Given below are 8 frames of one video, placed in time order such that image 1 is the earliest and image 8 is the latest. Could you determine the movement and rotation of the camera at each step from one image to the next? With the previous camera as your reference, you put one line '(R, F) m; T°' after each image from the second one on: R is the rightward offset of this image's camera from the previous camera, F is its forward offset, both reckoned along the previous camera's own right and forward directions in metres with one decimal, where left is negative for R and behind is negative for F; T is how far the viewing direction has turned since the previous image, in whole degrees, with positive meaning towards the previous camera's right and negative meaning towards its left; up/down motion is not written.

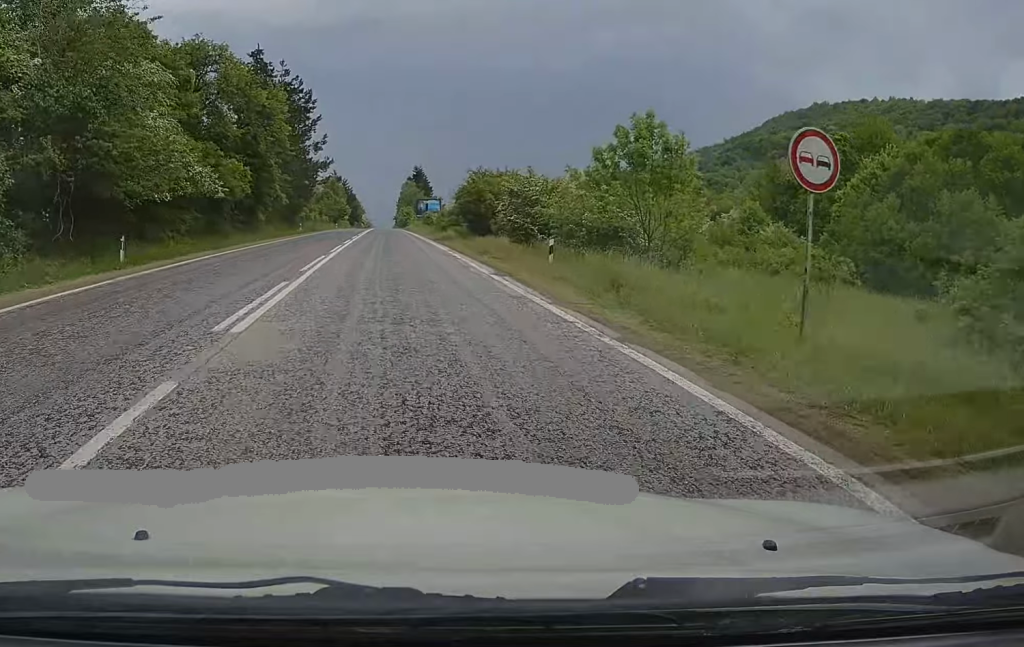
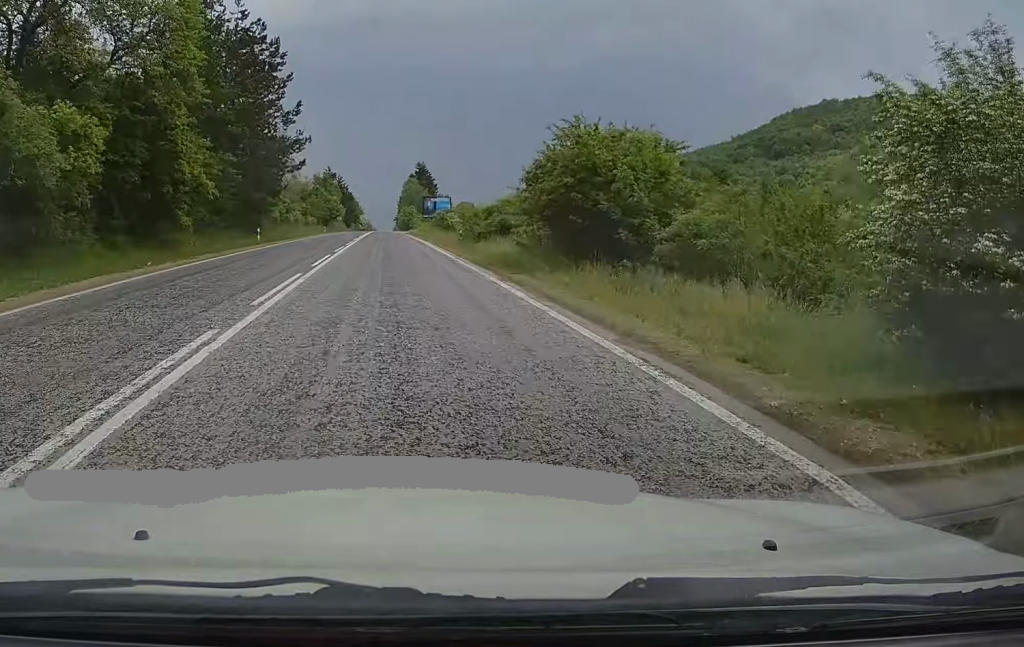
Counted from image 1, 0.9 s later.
(-0.4, +23.9) m; 0°
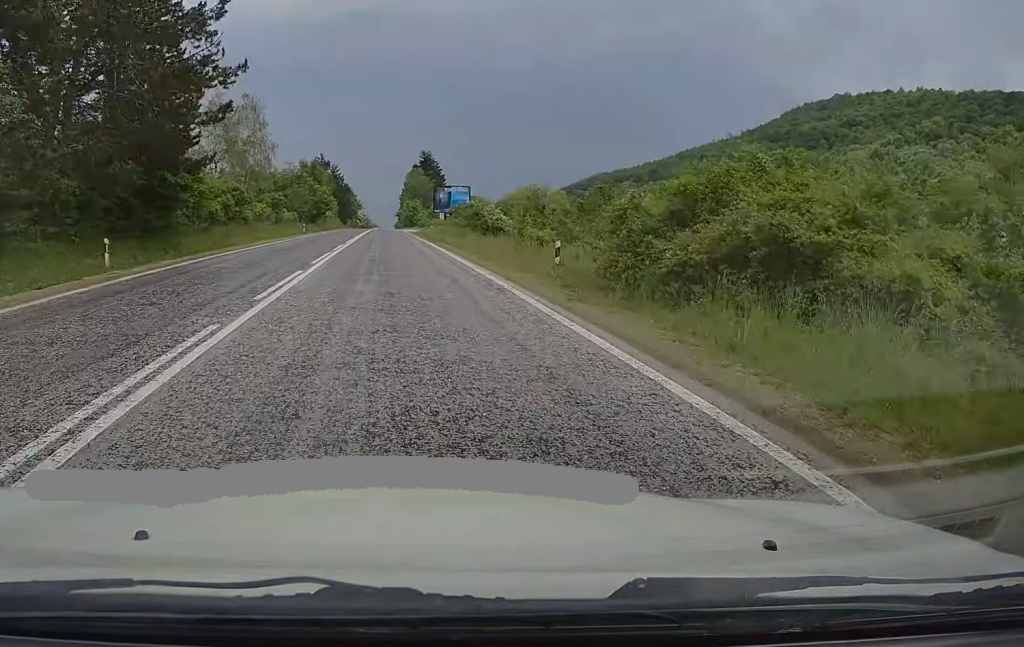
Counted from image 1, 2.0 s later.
(+0.5, +26.6) m; +1°
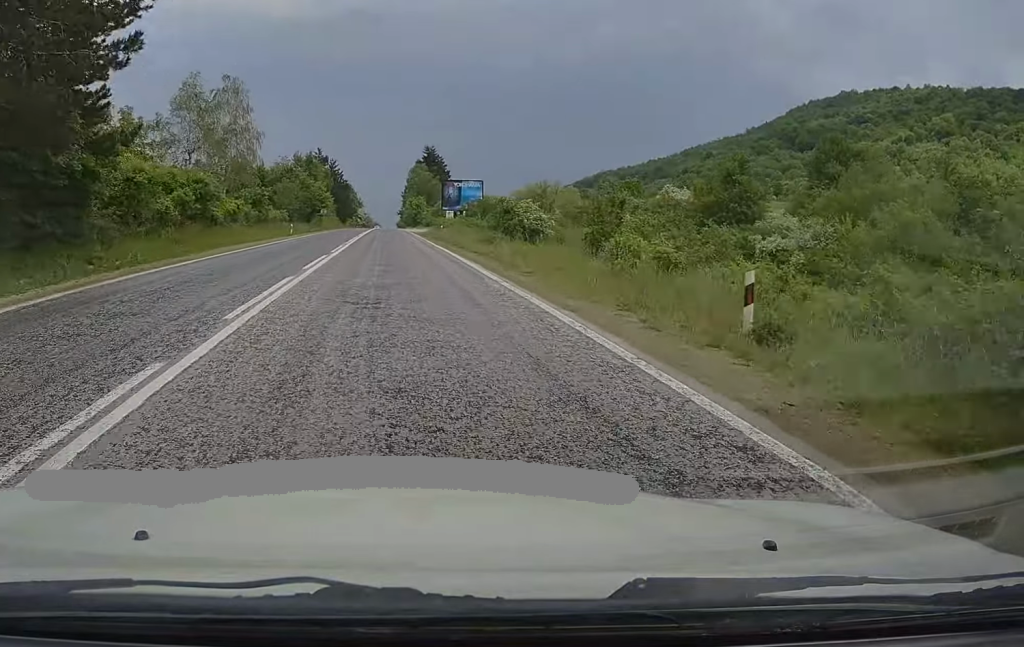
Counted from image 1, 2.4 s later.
(0.0, +11.3) m; 0°
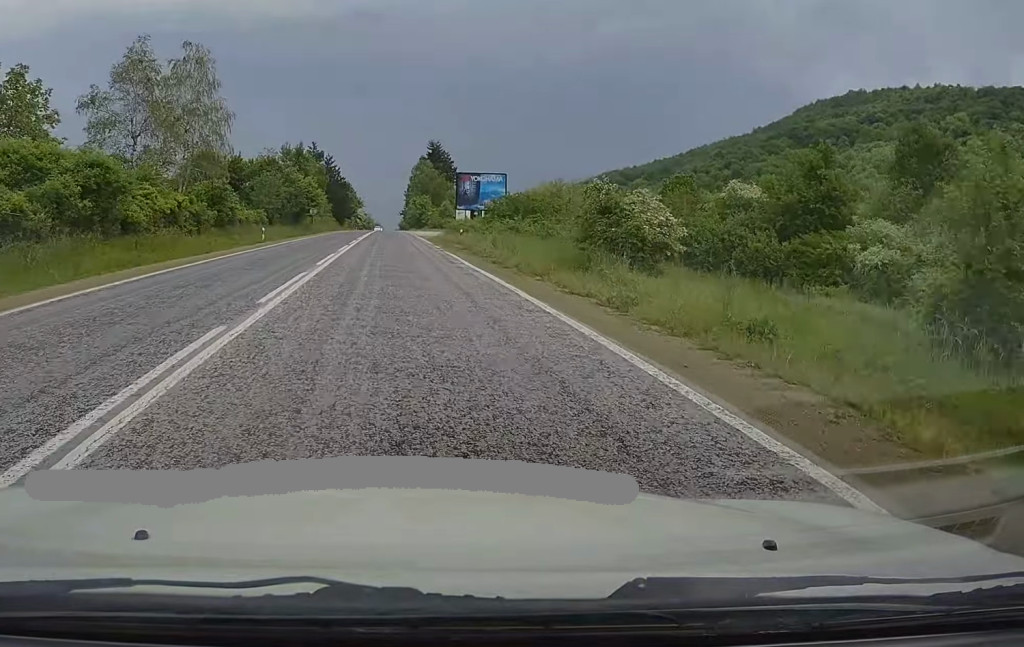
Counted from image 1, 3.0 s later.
(0.0, +15.7) m; 0°
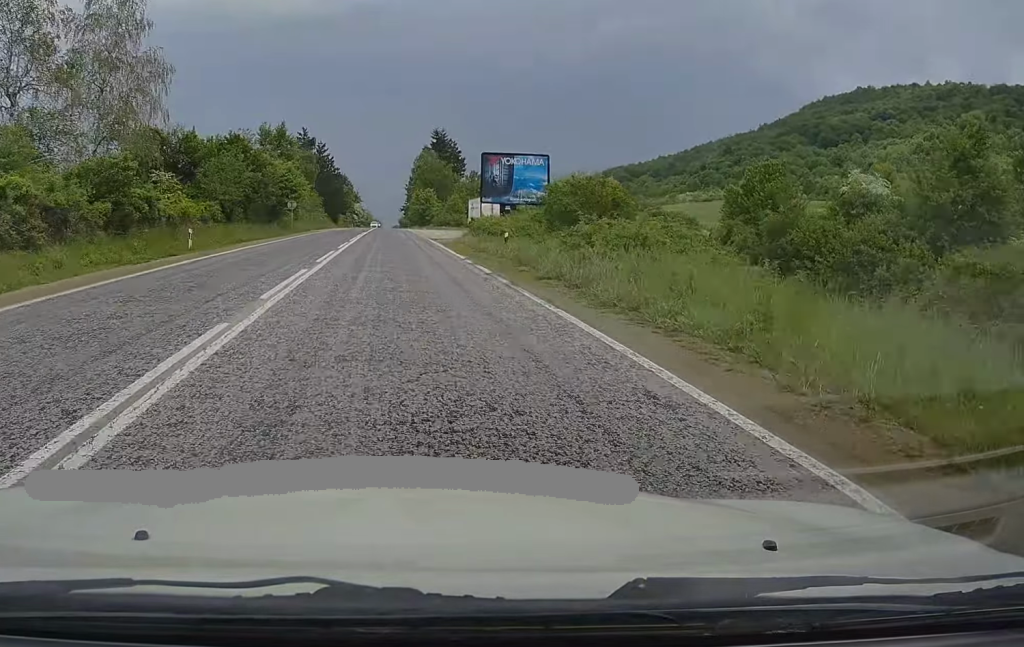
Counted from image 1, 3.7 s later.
(0.0, +18.4) m; 0°
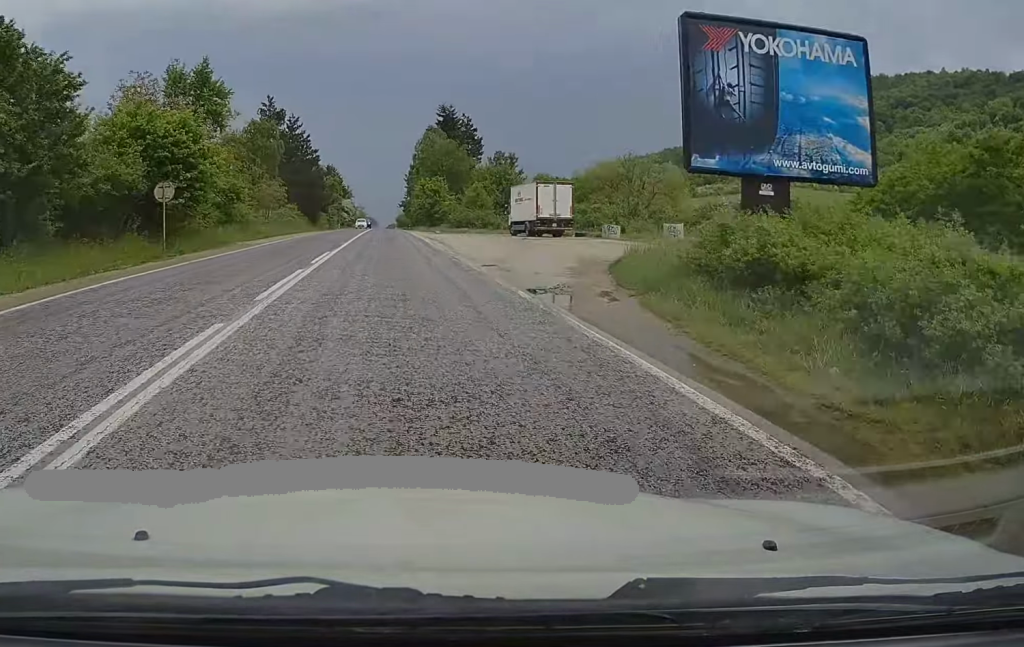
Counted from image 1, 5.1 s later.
(-0.1, +35.9) m; -1°
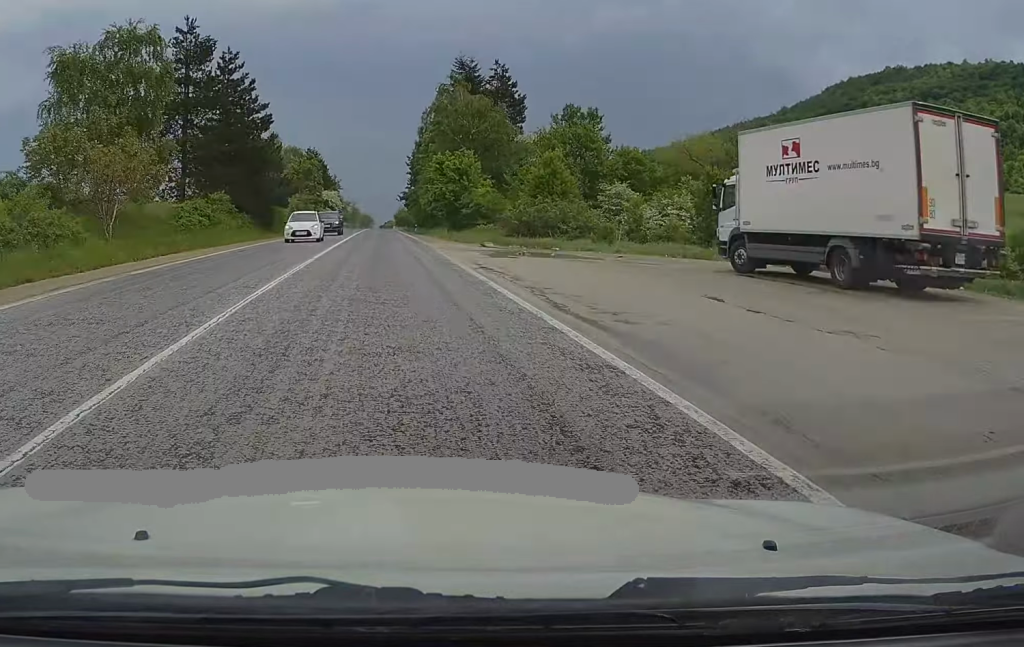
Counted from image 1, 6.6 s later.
(-0.1, +41.1) m; +1°
